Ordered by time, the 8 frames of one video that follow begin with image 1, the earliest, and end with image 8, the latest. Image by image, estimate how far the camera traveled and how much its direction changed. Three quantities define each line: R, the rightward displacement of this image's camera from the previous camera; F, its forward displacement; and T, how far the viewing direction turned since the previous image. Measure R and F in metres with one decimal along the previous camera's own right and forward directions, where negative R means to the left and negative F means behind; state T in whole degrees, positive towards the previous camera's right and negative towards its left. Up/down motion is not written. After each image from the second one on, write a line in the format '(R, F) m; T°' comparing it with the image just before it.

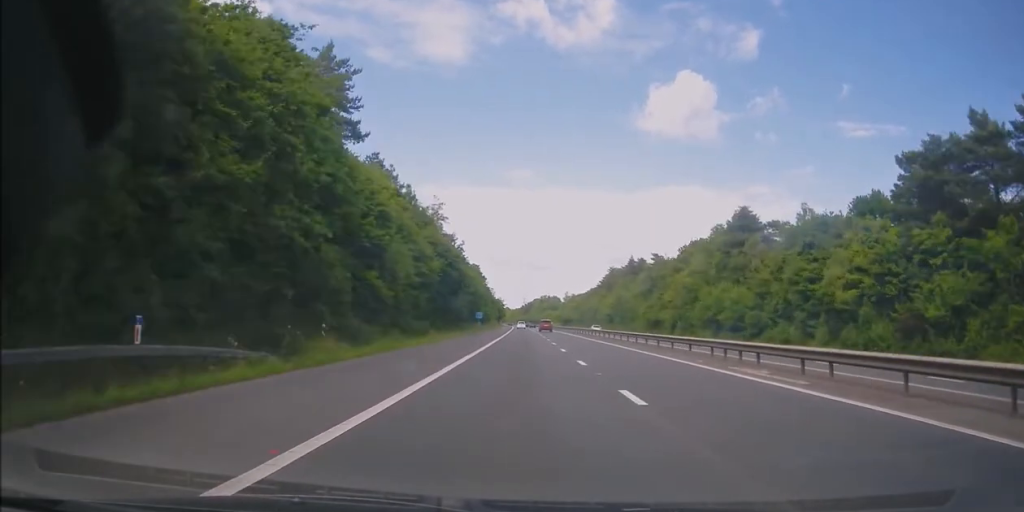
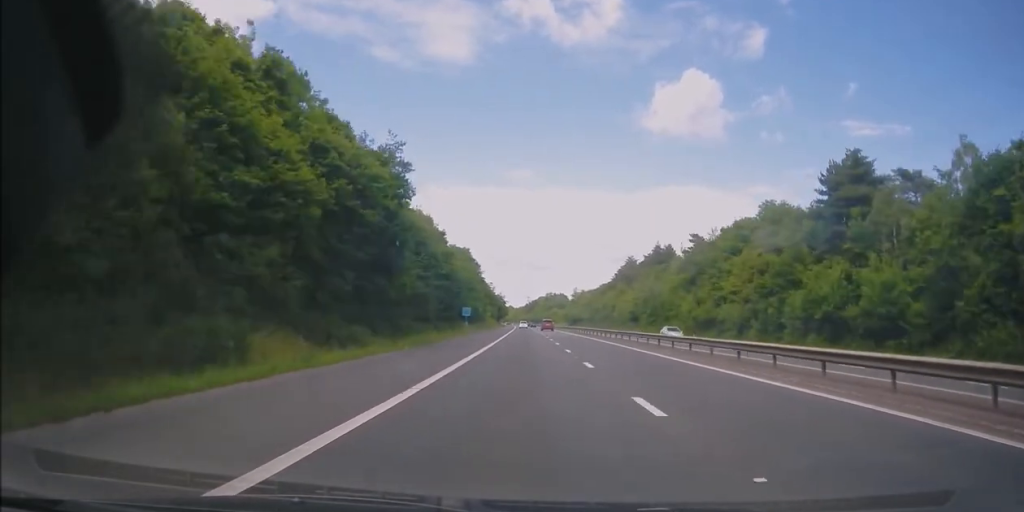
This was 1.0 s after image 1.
(0.0, +28.0) m; 0°
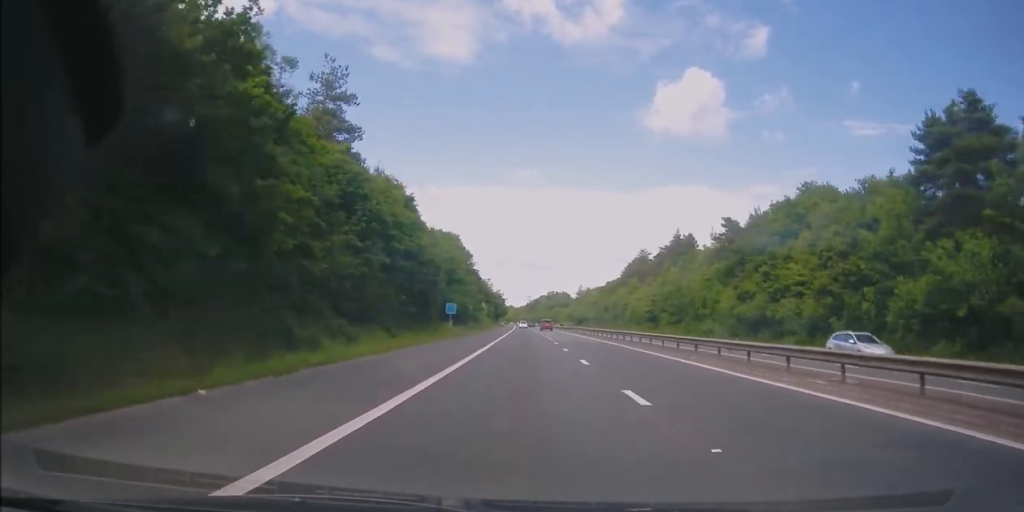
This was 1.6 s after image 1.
(0.0, +16.8) m; 0°
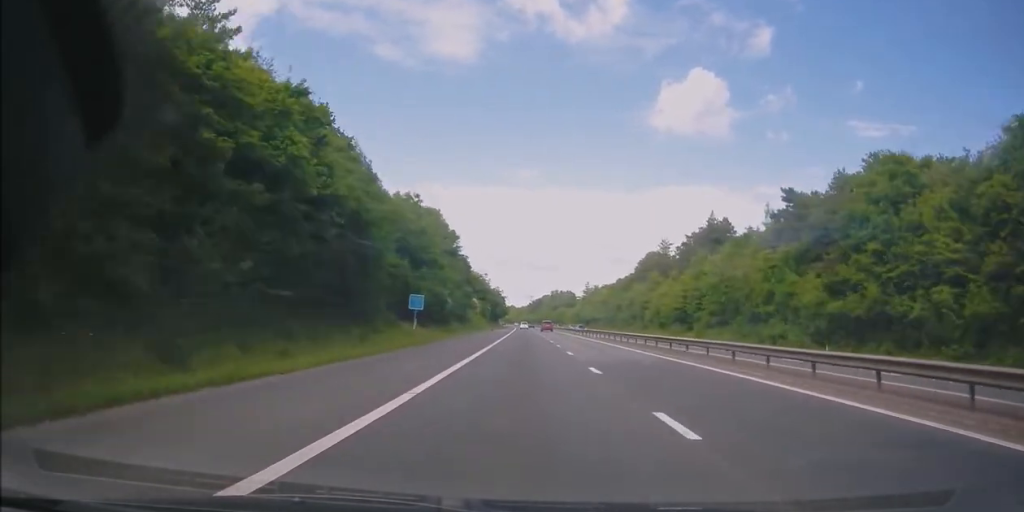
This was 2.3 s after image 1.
(-0.2, +20.7) m; 0°
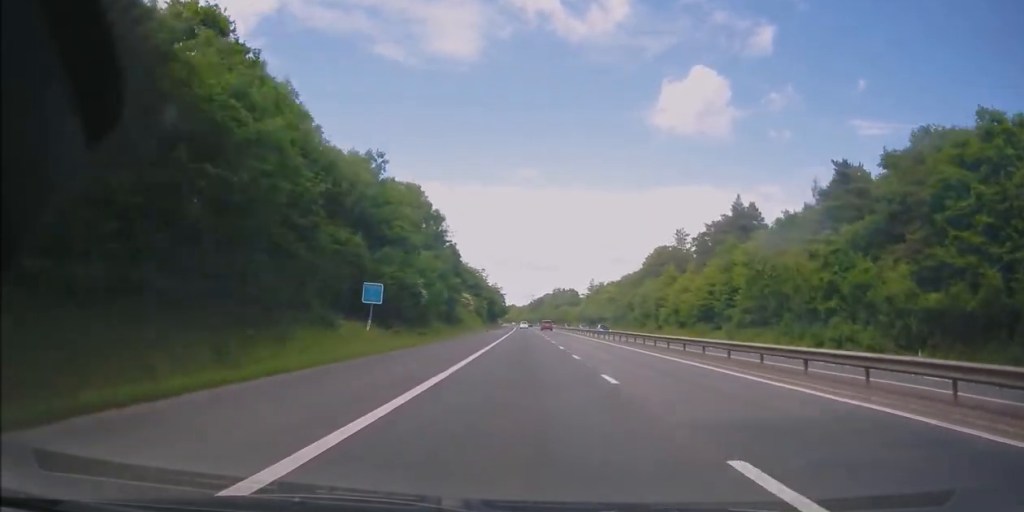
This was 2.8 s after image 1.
(+0.1, +12.3) m; 0°
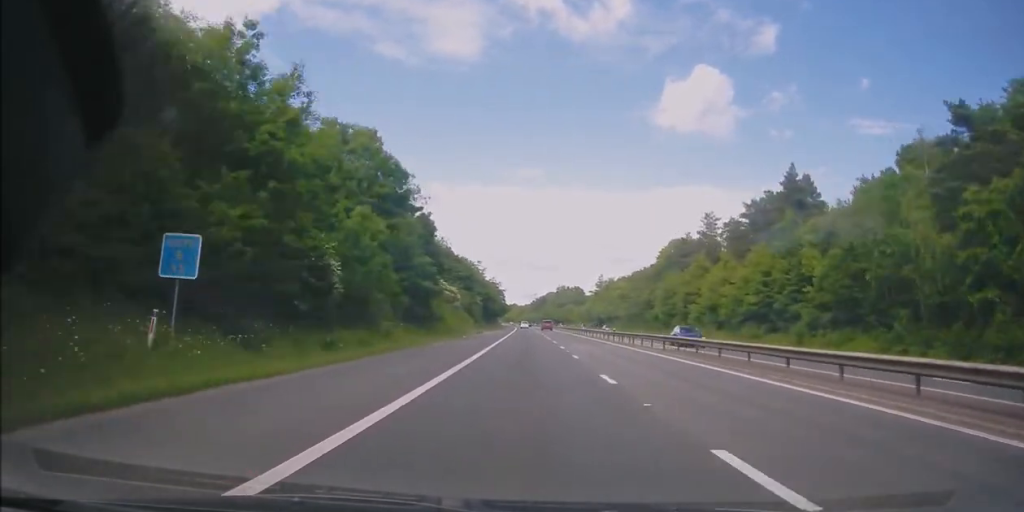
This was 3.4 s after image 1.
(+0.1, +18.0) m; 0°
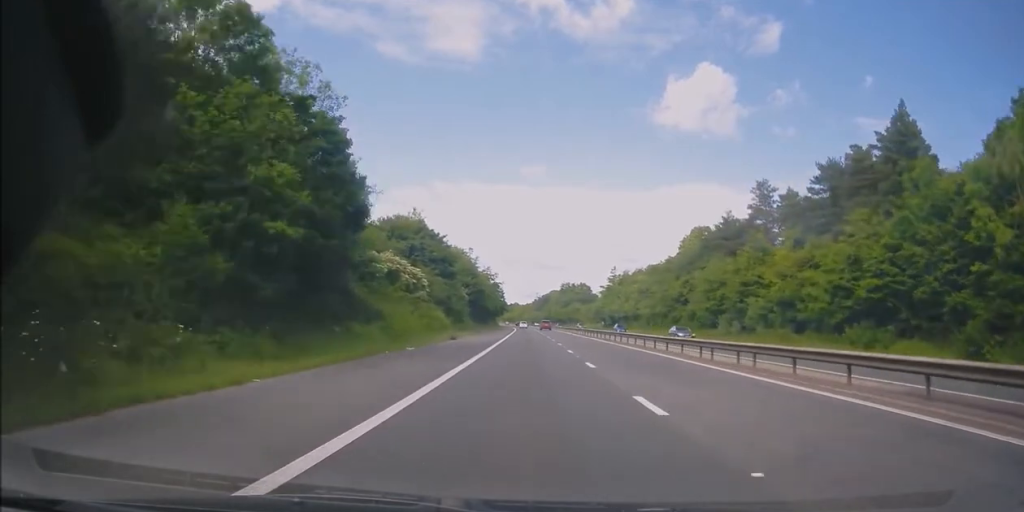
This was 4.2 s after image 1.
(0.0, +22.6) m; -1°
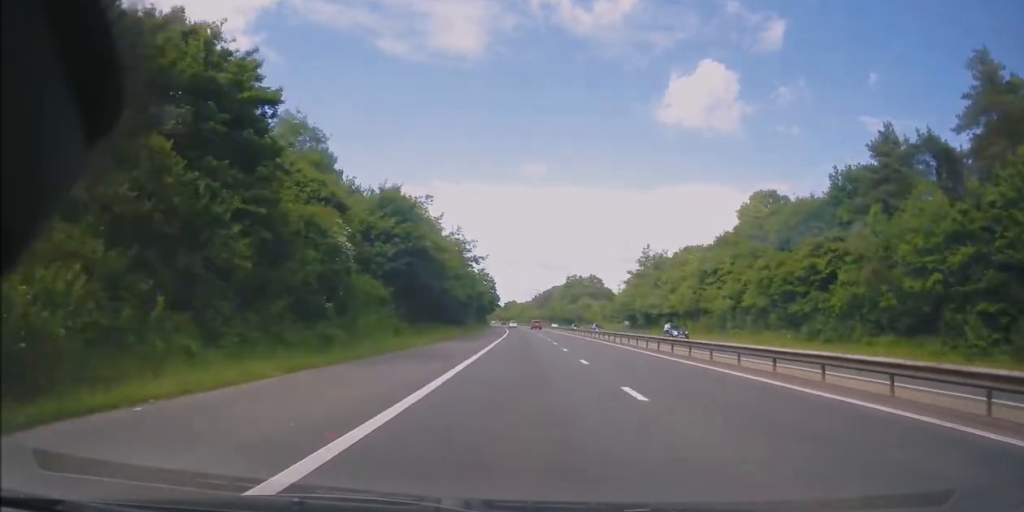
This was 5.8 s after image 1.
(-0.4, +44.5) m; 0°
